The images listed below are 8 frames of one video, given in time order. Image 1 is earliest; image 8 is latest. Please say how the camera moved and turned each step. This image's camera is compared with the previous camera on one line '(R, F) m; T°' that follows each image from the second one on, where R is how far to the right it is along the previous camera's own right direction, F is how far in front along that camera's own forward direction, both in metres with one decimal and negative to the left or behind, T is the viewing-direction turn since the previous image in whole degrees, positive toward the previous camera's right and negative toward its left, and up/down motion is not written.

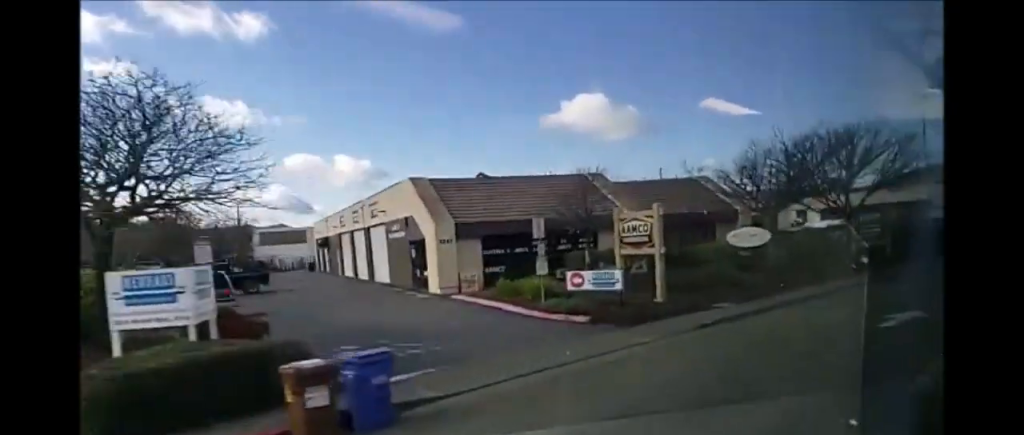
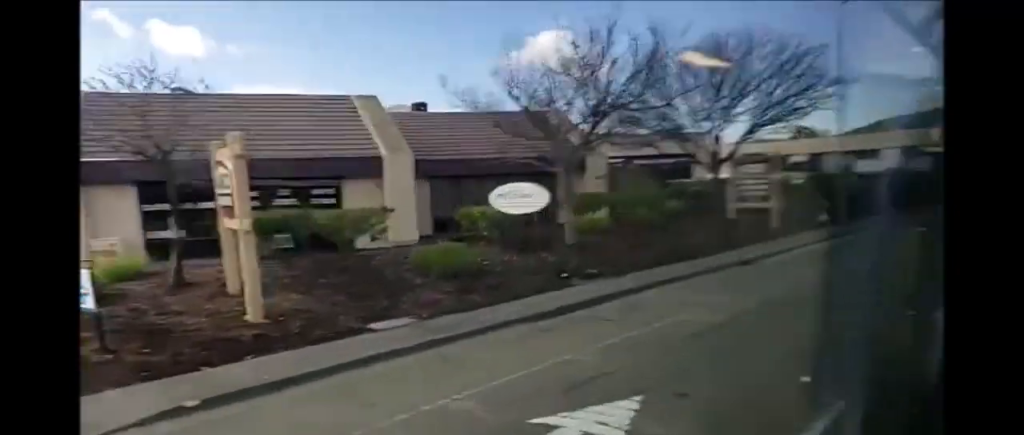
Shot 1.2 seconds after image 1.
(+0.4, +12.9) m; +3°
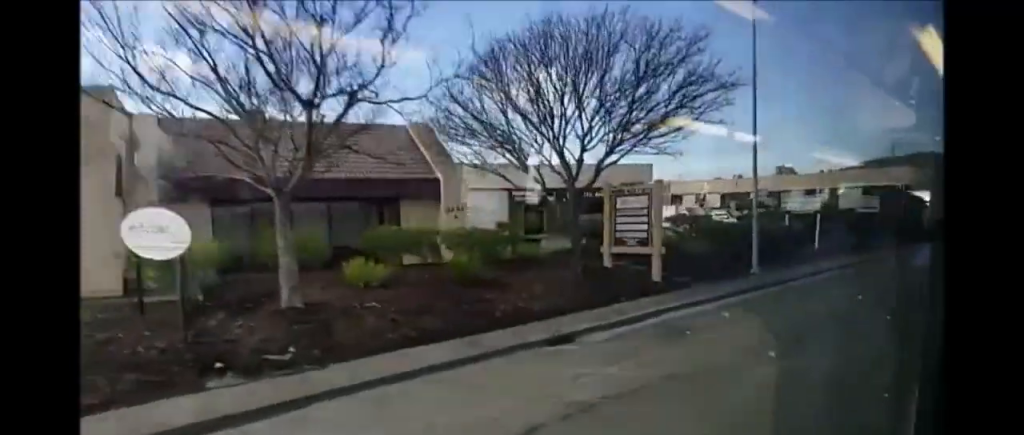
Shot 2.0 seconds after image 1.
(+0.1, +9.3) m; +1°
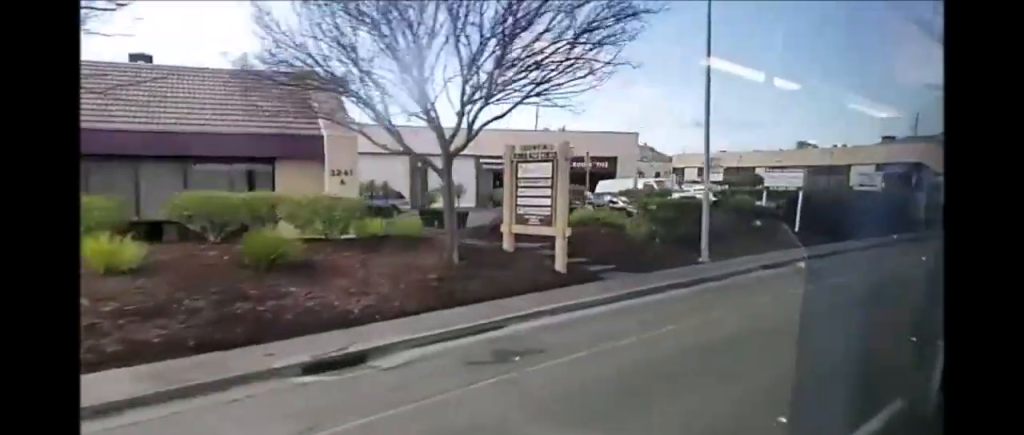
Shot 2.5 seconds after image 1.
(0.0, +5.0) m; 0°
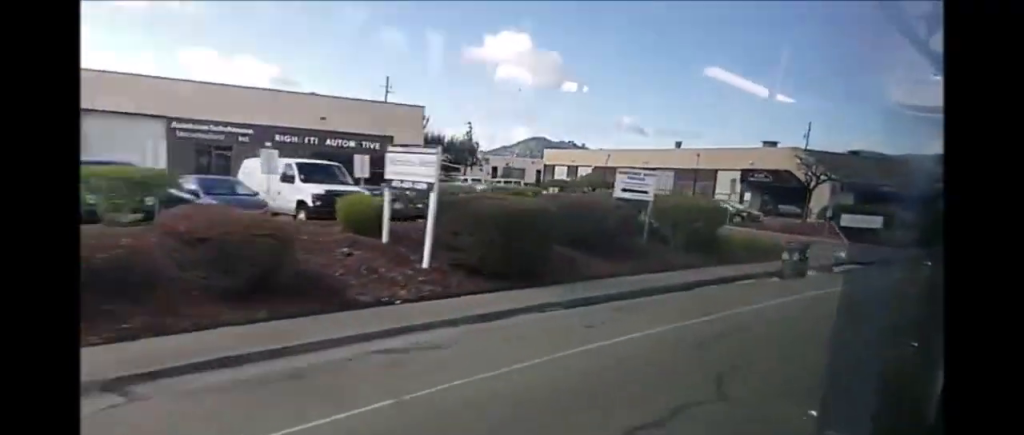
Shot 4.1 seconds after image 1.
(+0.6, +17.2) m; +5°
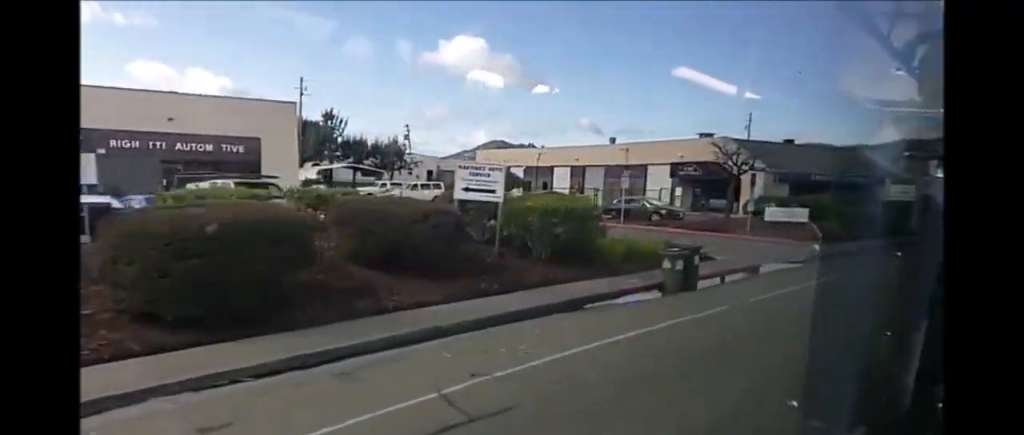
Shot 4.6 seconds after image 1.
(0.0, +5.9) m; +2°
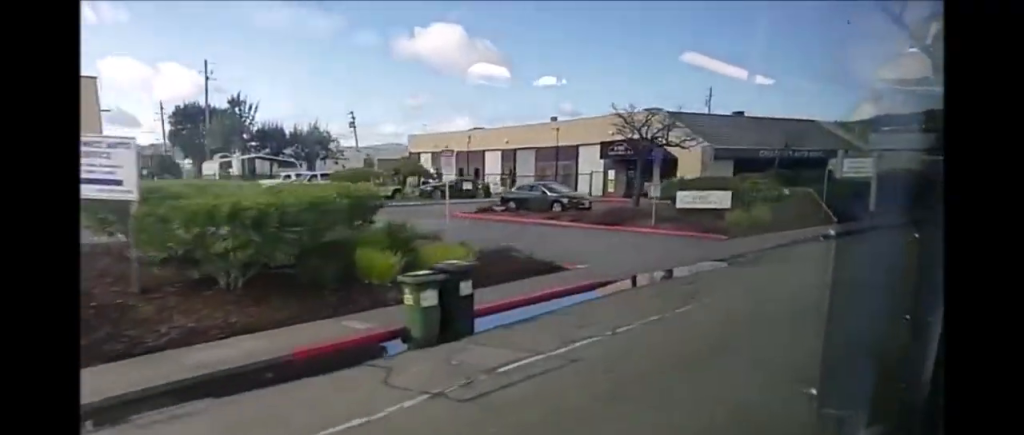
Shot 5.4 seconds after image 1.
(+0.3, +8.3) m; 0°
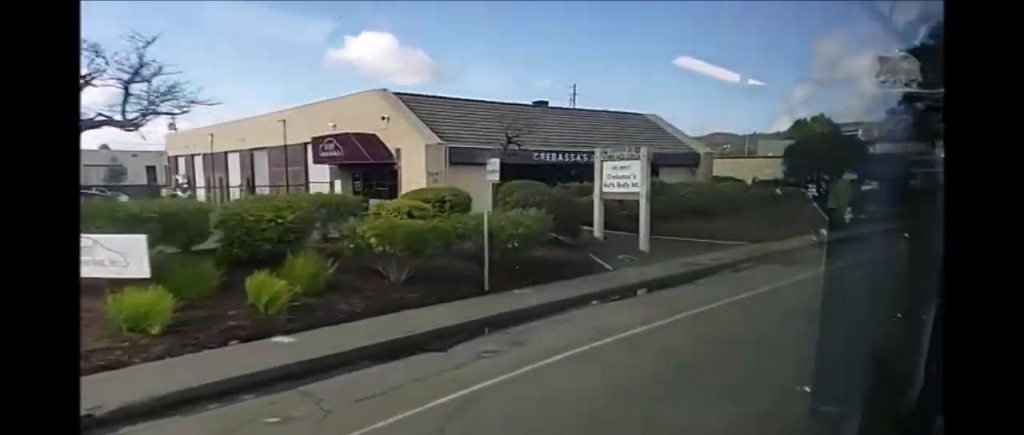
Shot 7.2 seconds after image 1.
(+0.5, +19.4) m; +7°
